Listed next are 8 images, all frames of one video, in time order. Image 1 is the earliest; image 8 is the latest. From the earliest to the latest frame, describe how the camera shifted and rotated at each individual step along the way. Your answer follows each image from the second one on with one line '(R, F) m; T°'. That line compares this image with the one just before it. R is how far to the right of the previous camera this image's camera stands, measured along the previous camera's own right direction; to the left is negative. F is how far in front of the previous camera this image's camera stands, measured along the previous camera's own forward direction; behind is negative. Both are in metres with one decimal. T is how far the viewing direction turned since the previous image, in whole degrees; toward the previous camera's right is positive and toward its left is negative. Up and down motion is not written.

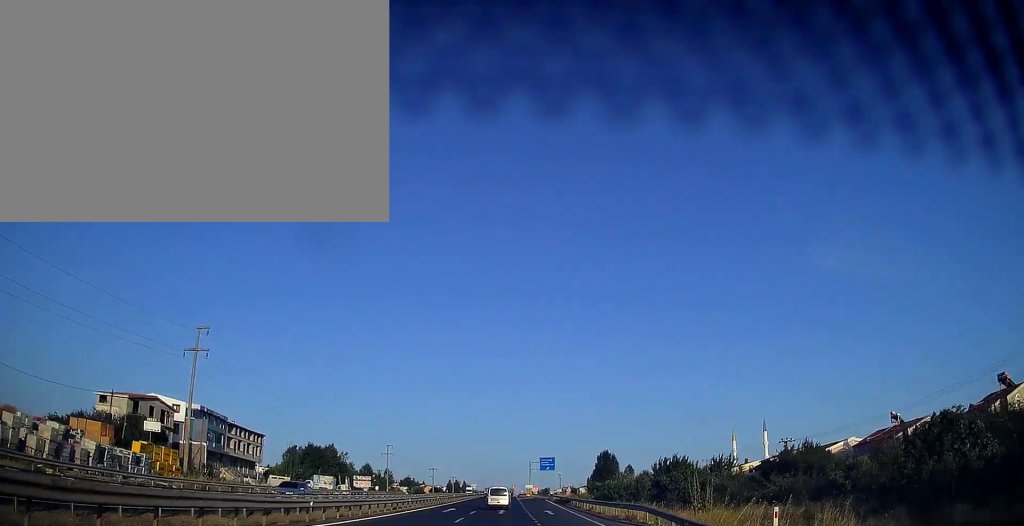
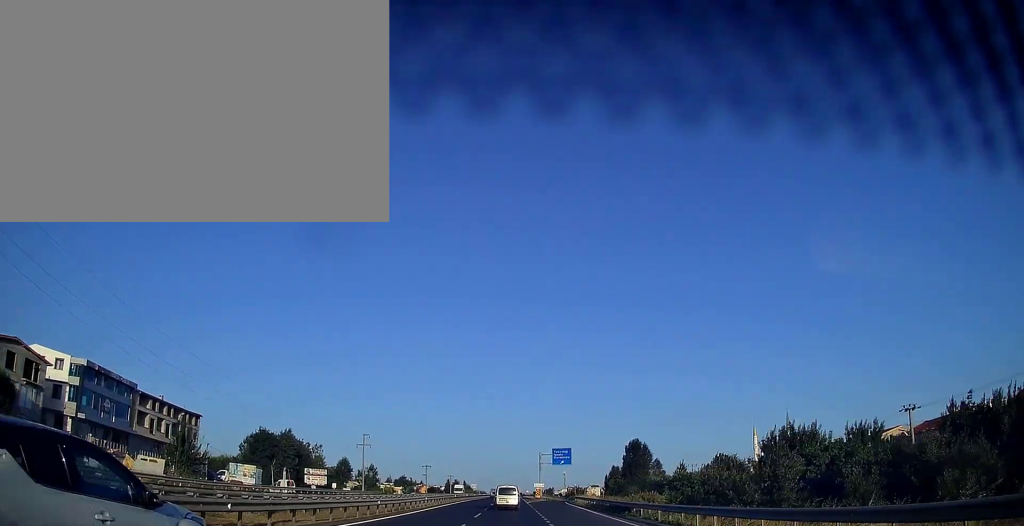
(0.0, +28.6) m; 0°
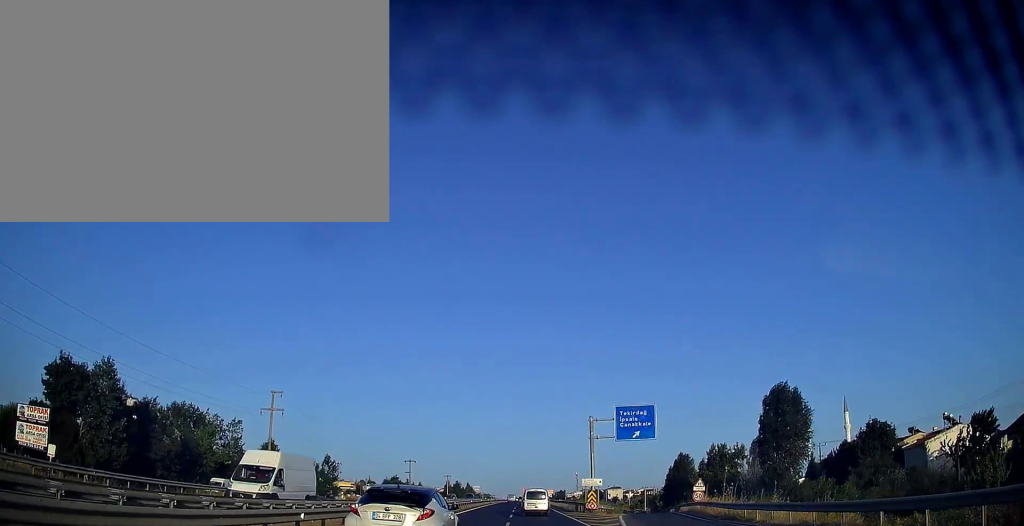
(0.0, +54.2) m; 0°
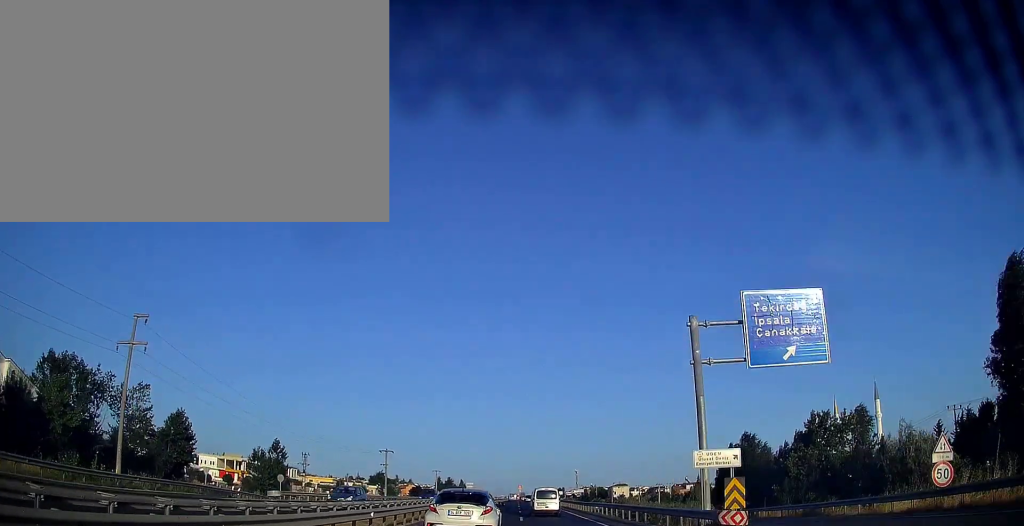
(-0.1, +29.1) m; 0°
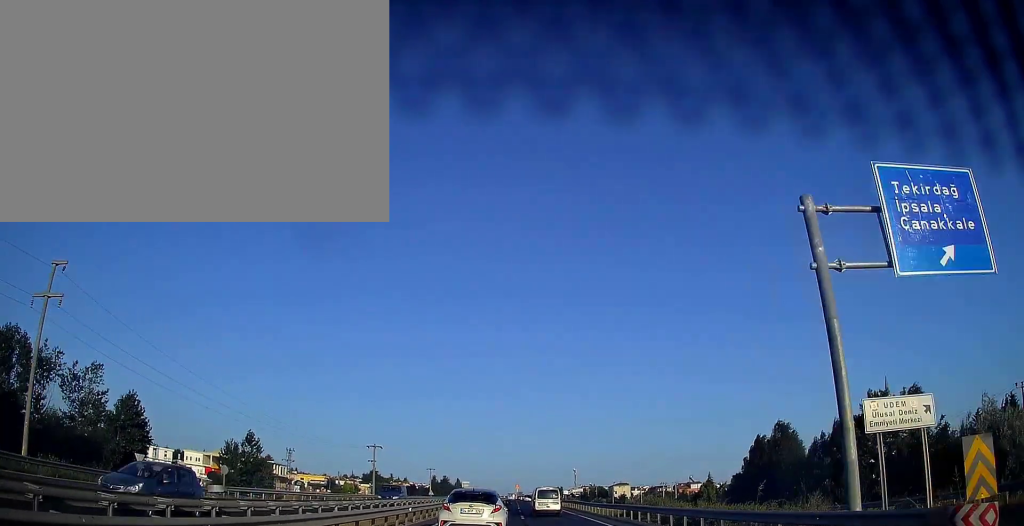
(0.0, +10.1) m; 0°
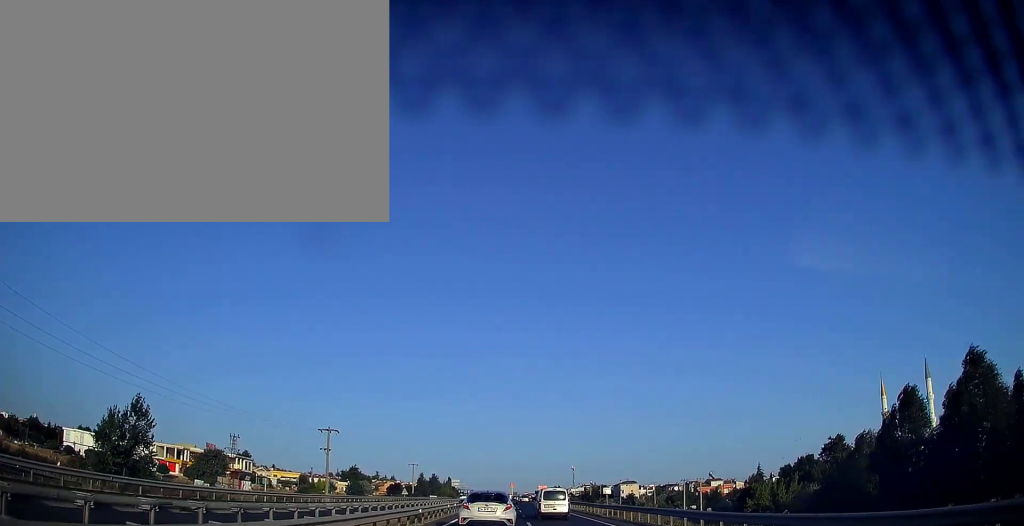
(+0.3, +30.1) m; +1°
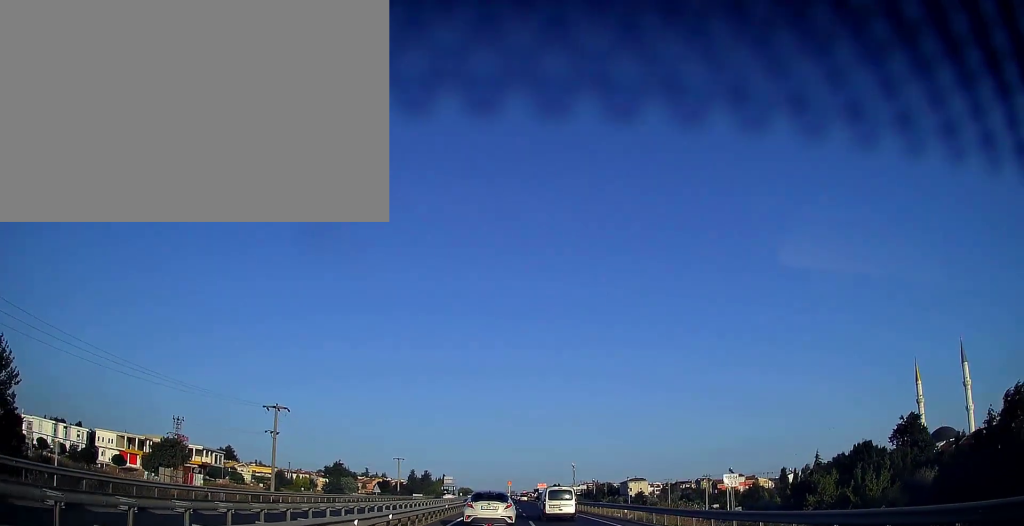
(+0.2, +23.9) m; 0°
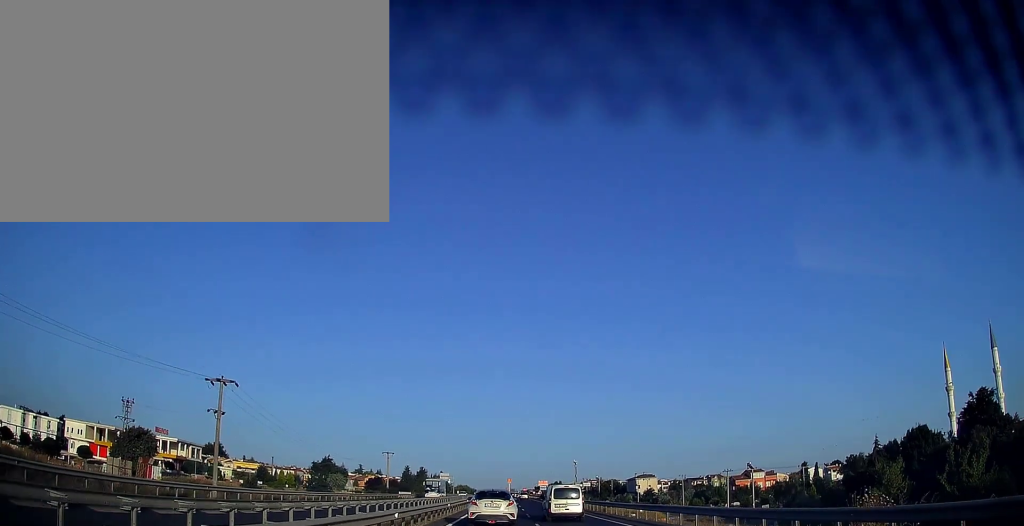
(-0.1, +16.1) m; 0°
